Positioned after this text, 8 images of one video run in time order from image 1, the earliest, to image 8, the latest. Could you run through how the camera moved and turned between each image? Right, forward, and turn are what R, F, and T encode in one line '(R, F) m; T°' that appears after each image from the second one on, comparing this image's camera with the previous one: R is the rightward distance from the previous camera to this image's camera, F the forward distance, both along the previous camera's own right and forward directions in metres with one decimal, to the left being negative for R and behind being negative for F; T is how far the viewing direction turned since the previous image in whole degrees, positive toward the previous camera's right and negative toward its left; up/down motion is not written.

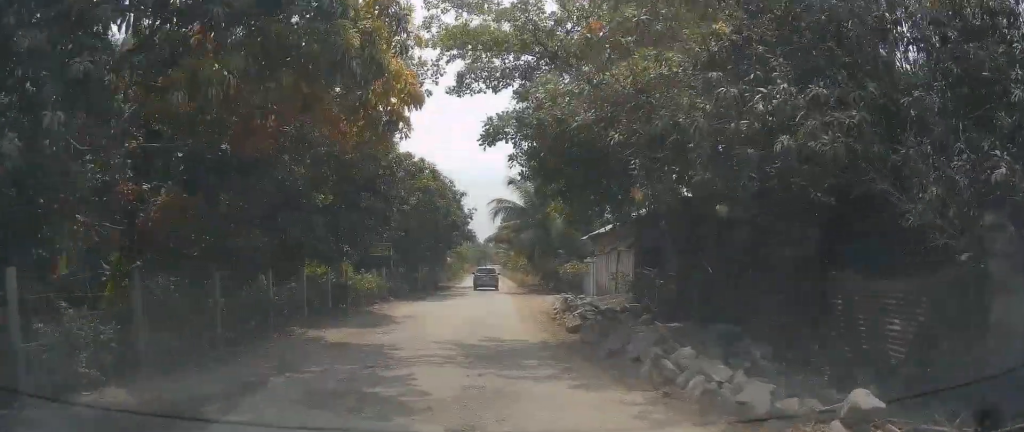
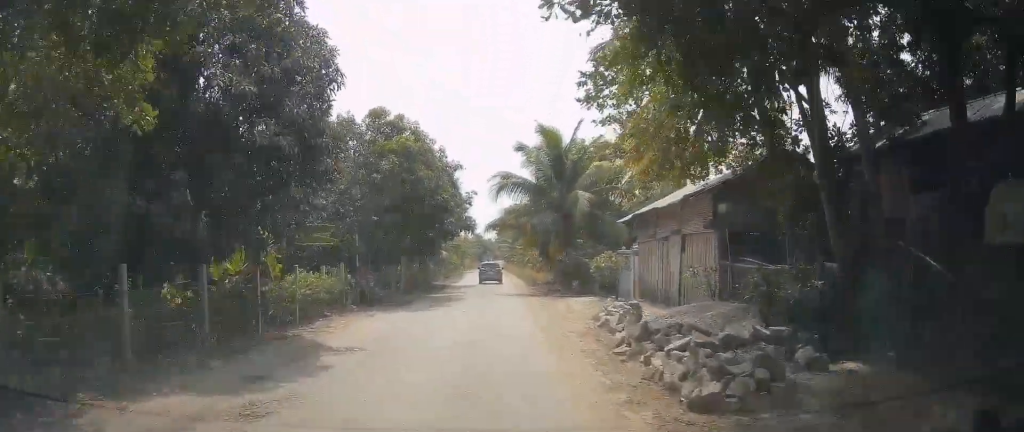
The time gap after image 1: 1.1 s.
(+0.1, +8.8) m; +1°
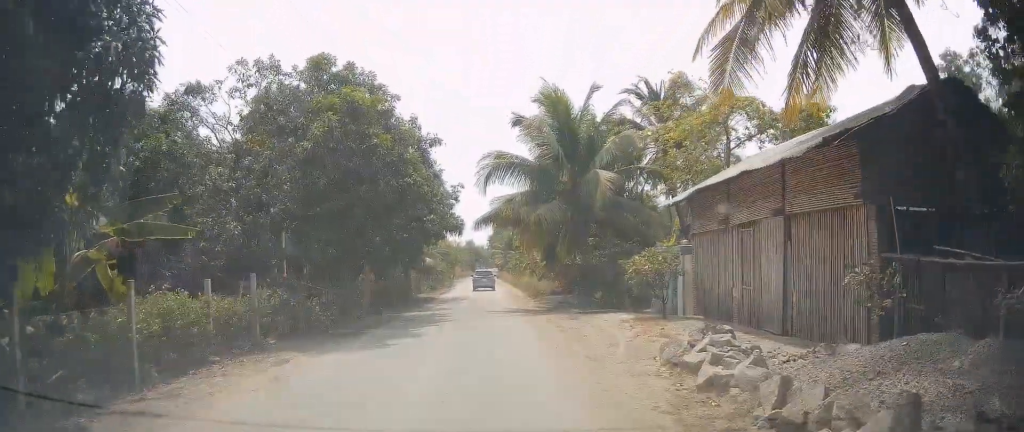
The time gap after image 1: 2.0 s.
(0.0, +7.7) m; 0°
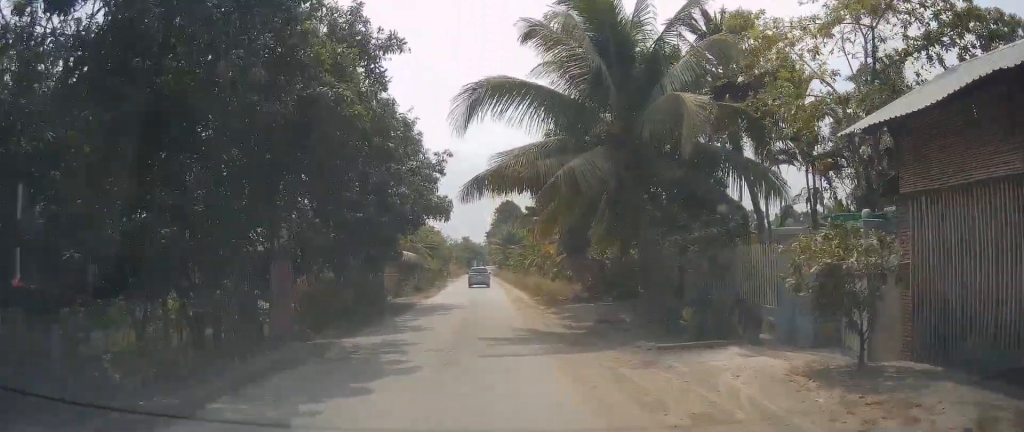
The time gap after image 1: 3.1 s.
(0.0, +9.2) m; 0°
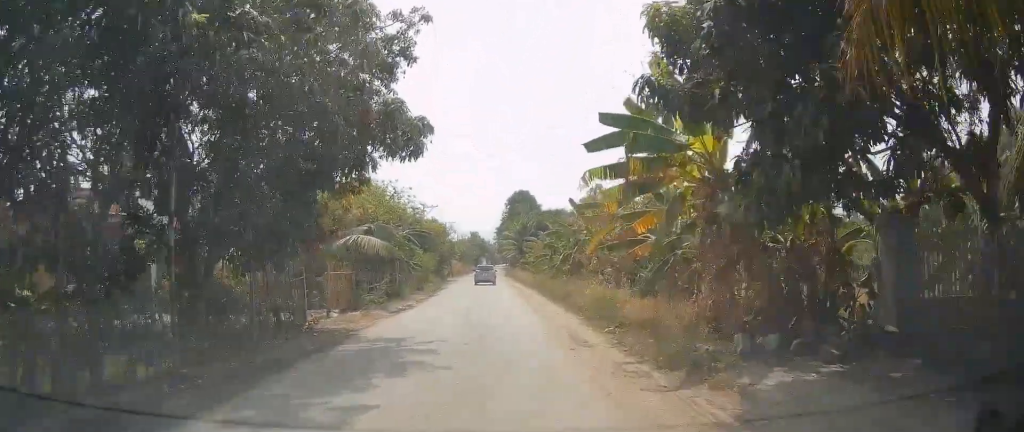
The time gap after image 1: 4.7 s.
(0.0, +14.5) m; 0°
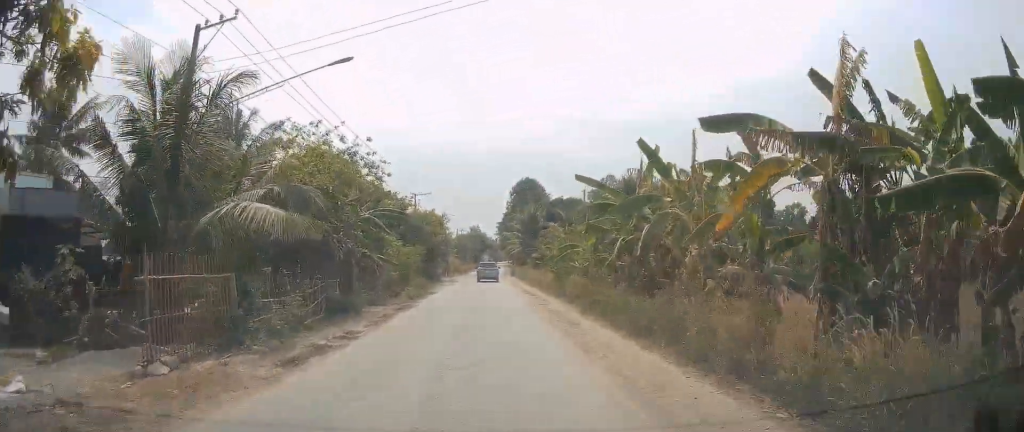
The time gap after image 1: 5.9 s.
(0.0, +12.0) m; 0°
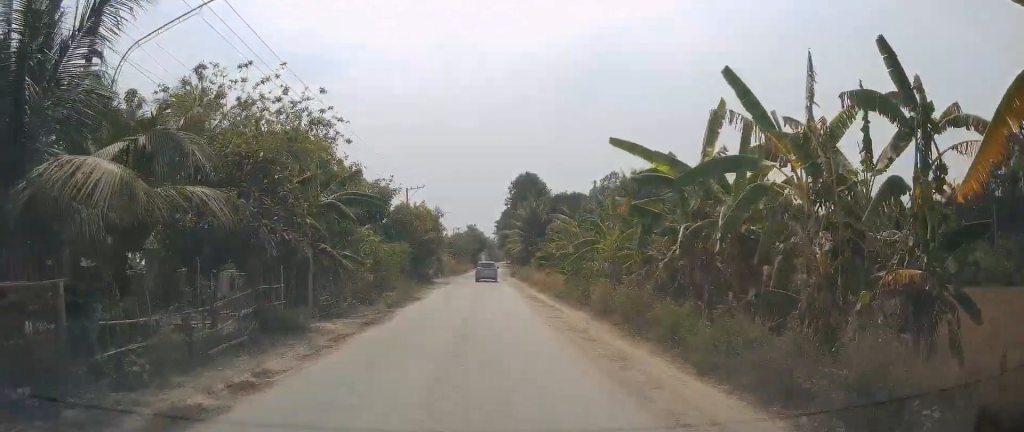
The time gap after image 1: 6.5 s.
(0.0, +5.6) m; 0°
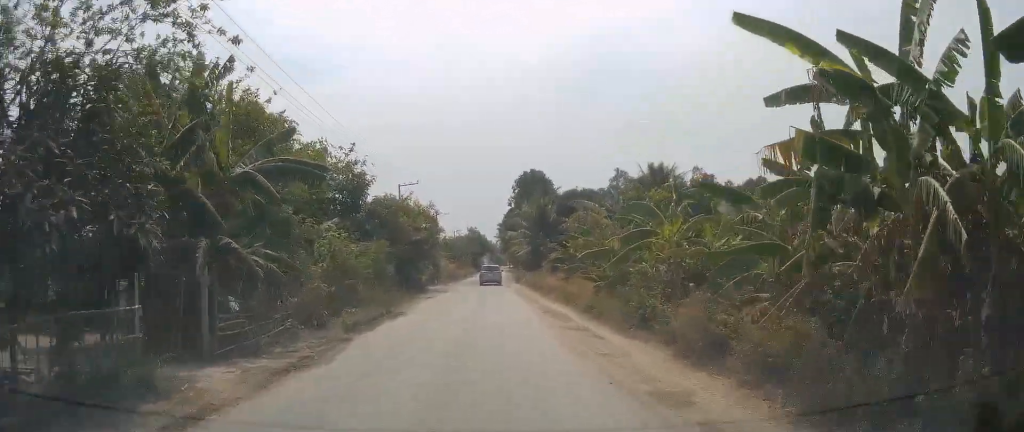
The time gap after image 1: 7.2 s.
(0.0, +7.3) m; 0°
